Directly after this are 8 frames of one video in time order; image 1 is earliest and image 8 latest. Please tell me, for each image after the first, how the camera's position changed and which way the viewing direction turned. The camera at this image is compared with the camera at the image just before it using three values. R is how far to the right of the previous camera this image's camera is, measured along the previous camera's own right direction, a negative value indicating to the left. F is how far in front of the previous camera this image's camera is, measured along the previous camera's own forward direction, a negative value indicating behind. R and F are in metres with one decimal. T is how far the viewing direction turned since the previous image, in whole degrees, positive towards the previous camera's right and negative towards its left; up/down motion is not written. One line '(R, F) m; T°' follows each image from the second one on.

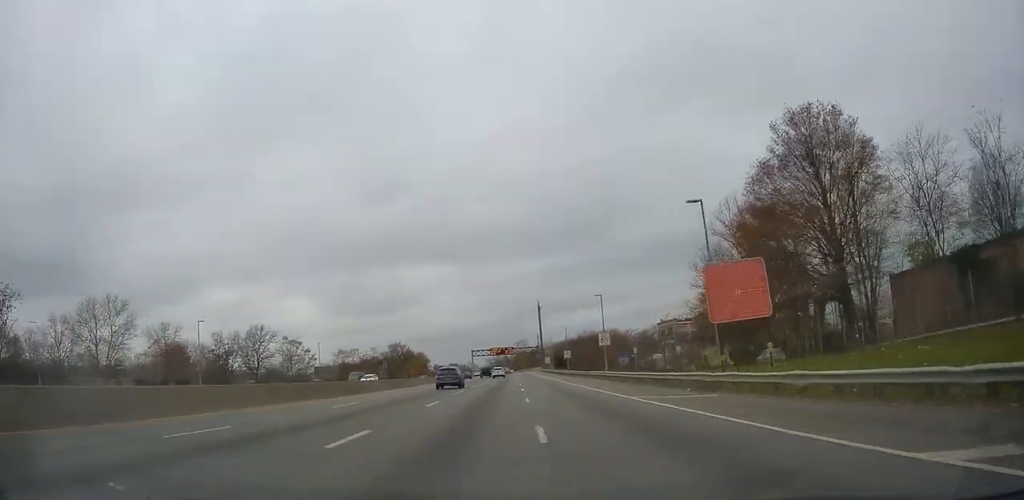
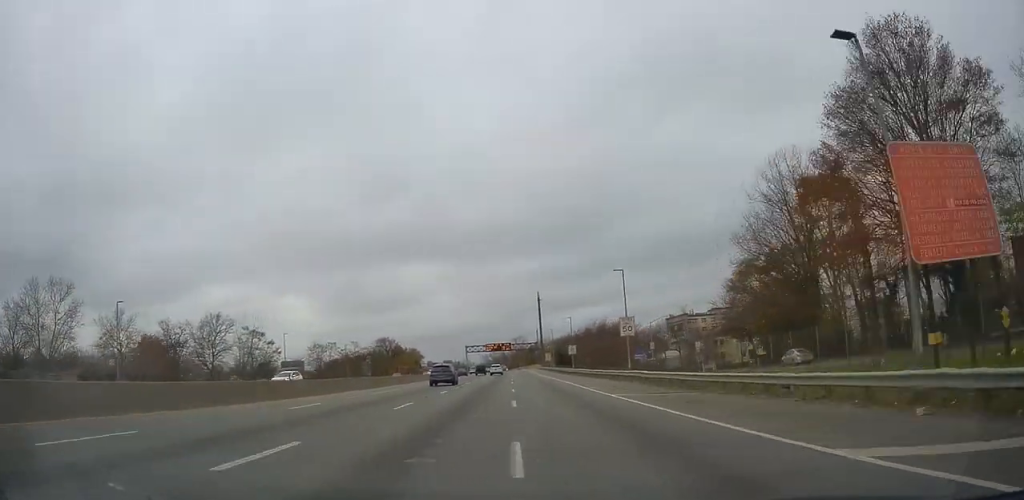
(0.0, +15.4) m; +1°
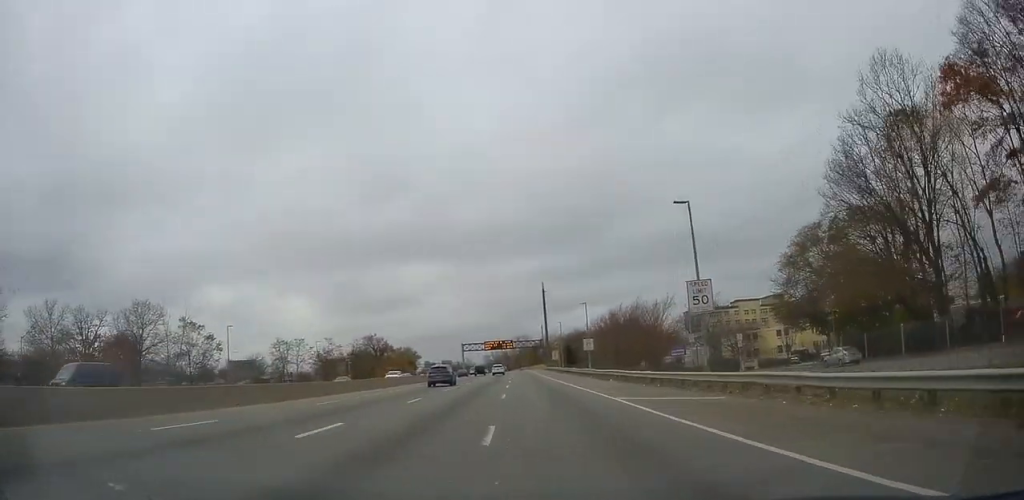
(+0.2, +19.7) m; +1°
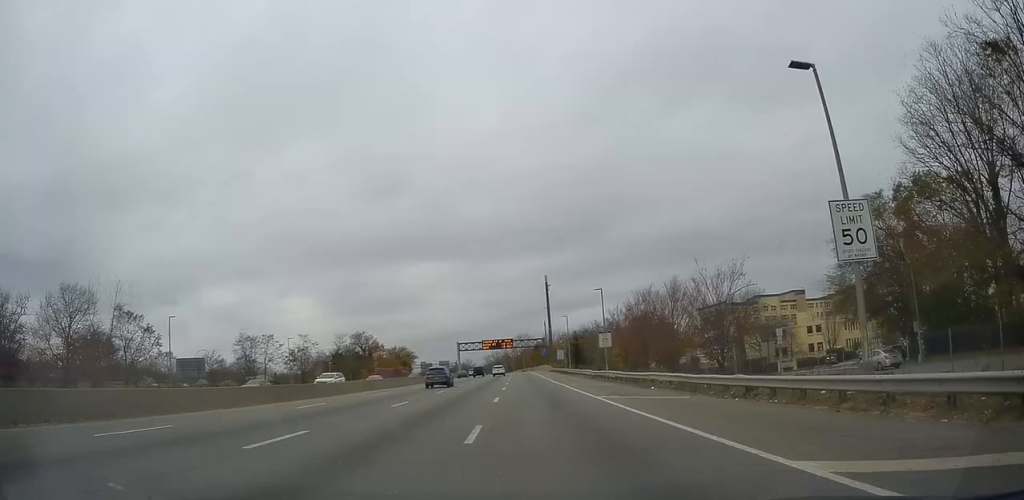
(+0.2, +14.0) m; 0°
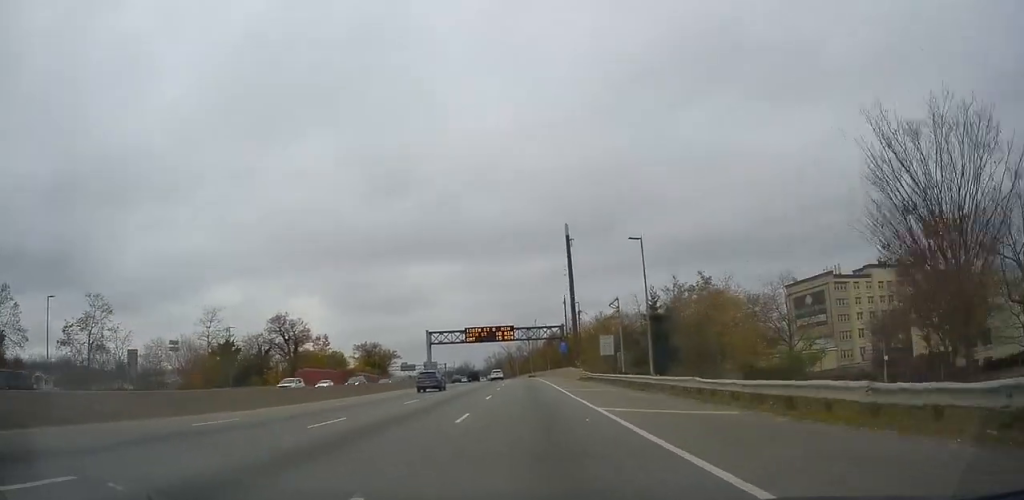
(-0.3, +54.9) m; -1°
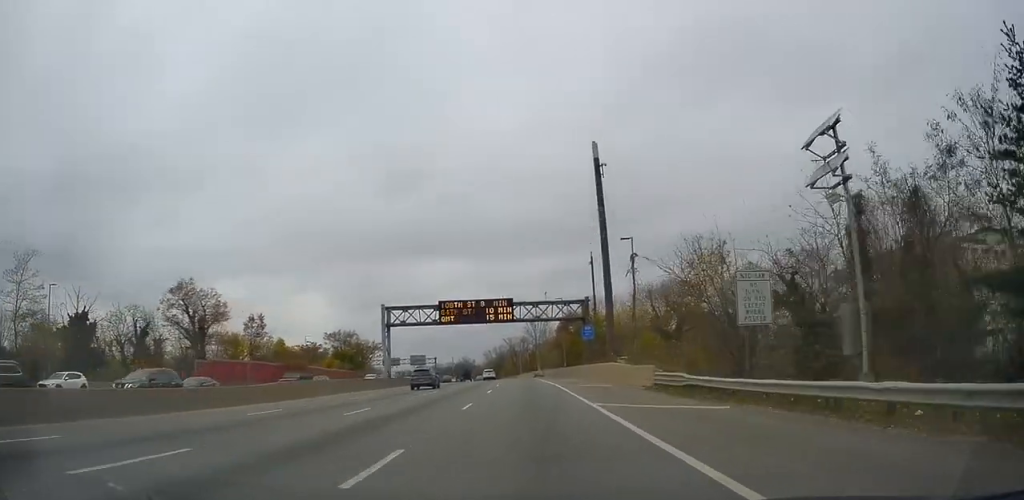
(0.0, +33.0) m; 0°
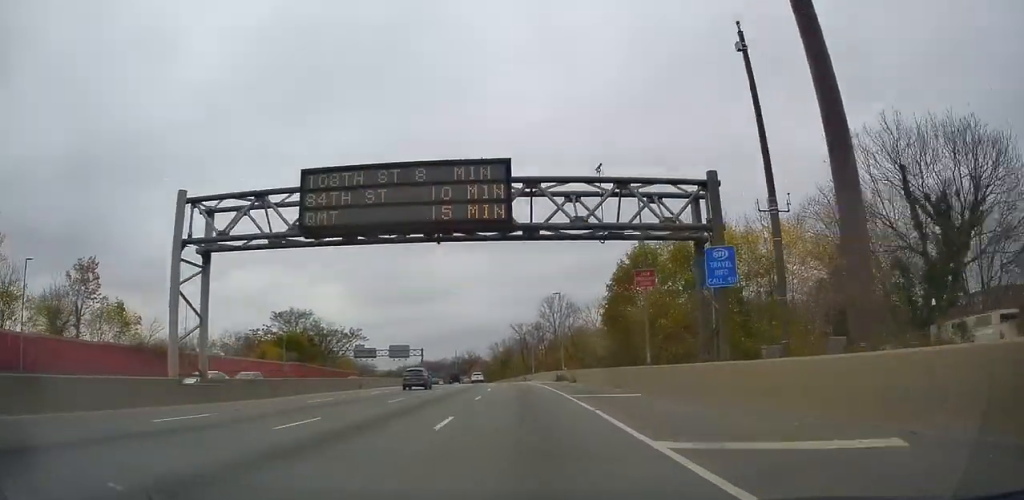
(-0.6, +42.2) m; -1°
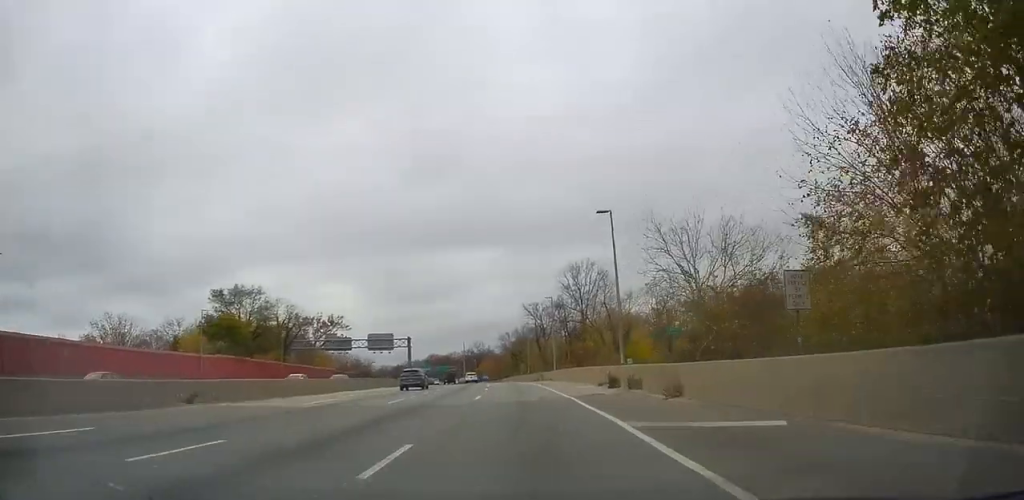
(+0.3, +30.5) m; 0°
